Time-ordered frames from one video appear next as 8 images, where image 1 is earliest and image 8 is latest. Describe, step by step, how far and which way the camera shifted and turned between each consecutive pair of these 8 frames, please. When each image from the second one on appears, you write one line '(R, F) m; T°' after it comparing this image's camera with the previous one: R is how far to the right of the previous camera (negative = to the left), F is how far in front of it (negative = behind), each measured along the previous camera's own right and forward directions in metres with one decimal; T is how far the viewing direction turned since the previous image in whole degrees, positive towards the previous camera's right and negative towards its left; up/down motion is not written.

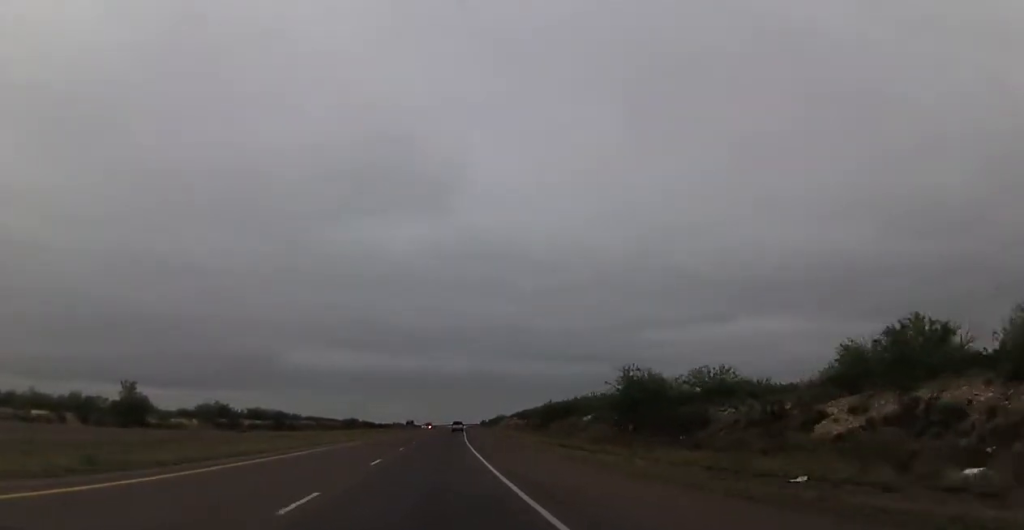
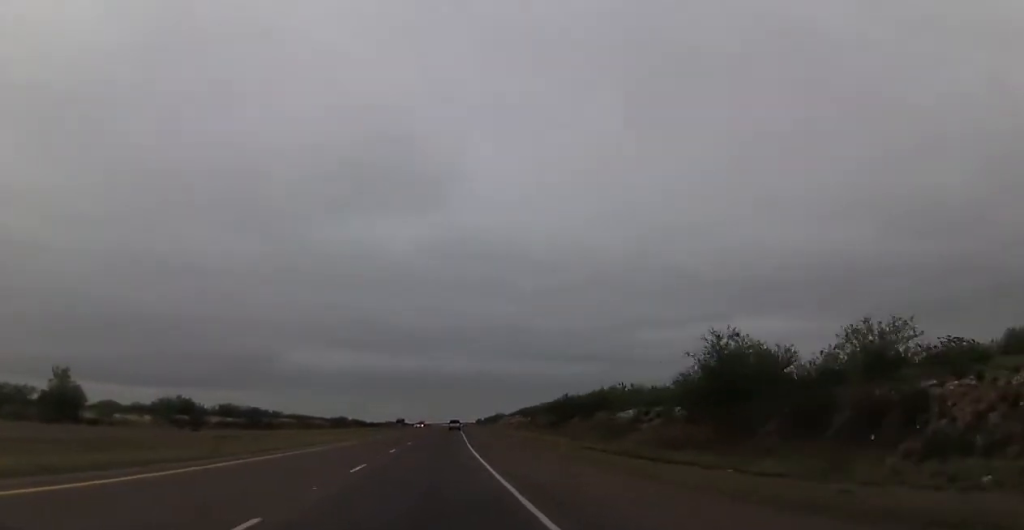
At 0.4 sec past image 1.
(+0.1, +15.9) m; +1°
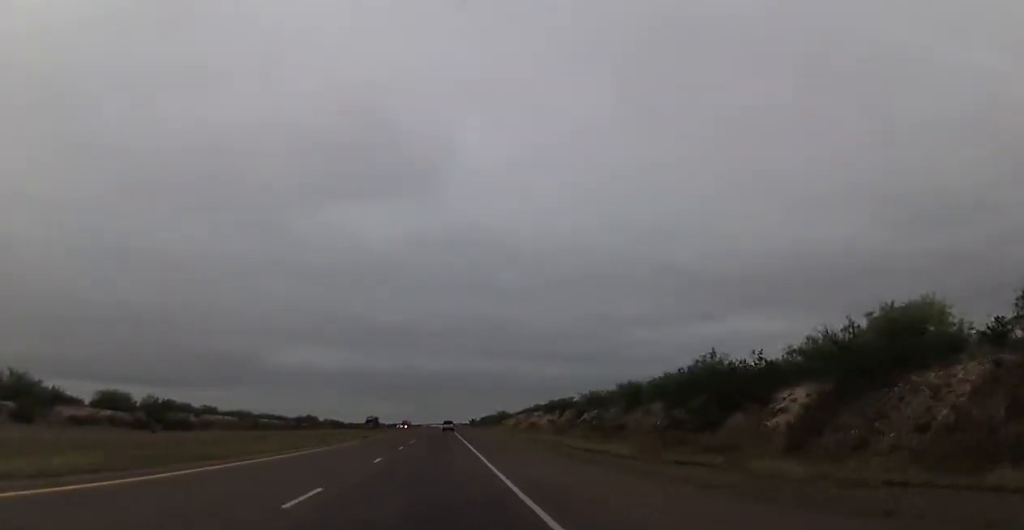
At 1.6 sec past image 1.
(+0.7, +44.1) m; +1°
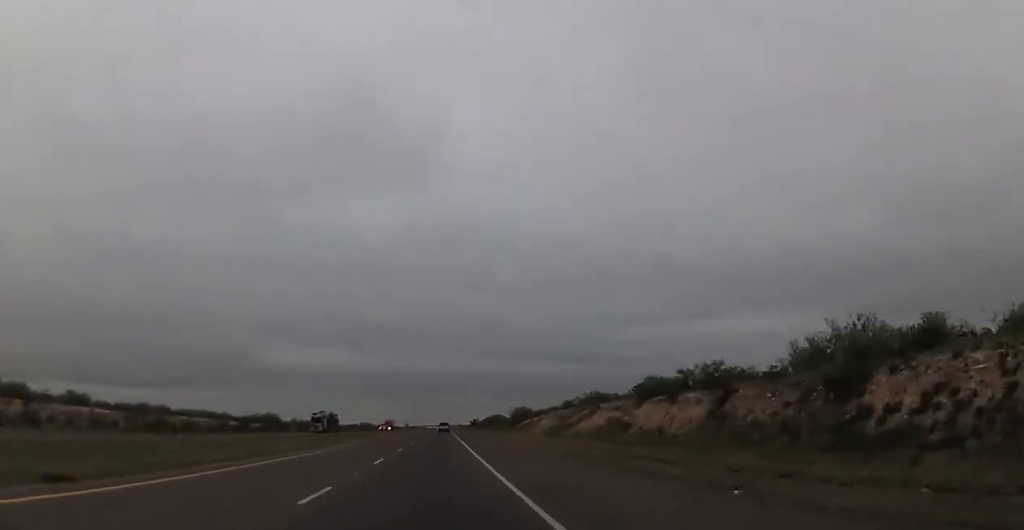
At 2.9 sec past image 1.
(+0.4, +47.7) m; +1°
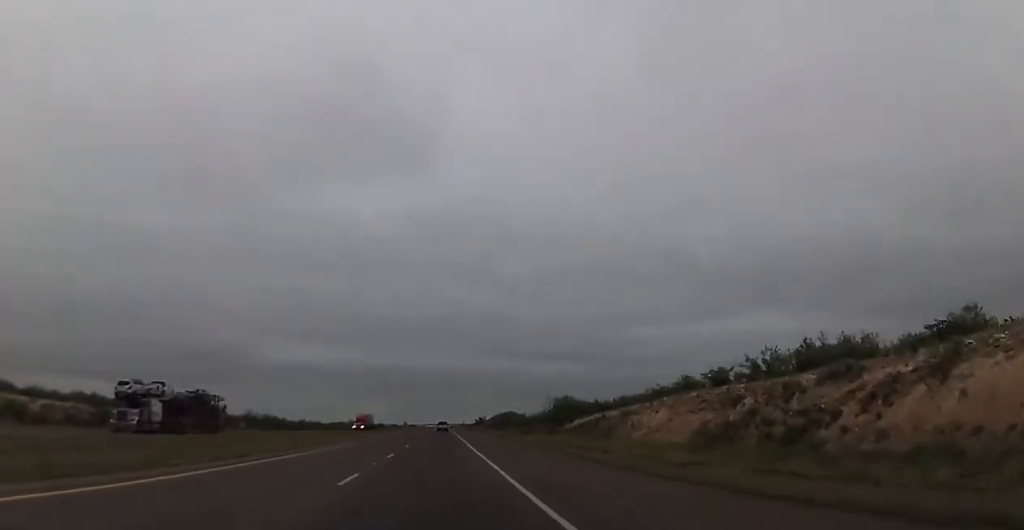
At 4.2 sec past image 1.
(+0.2, +45.2) m; 0°
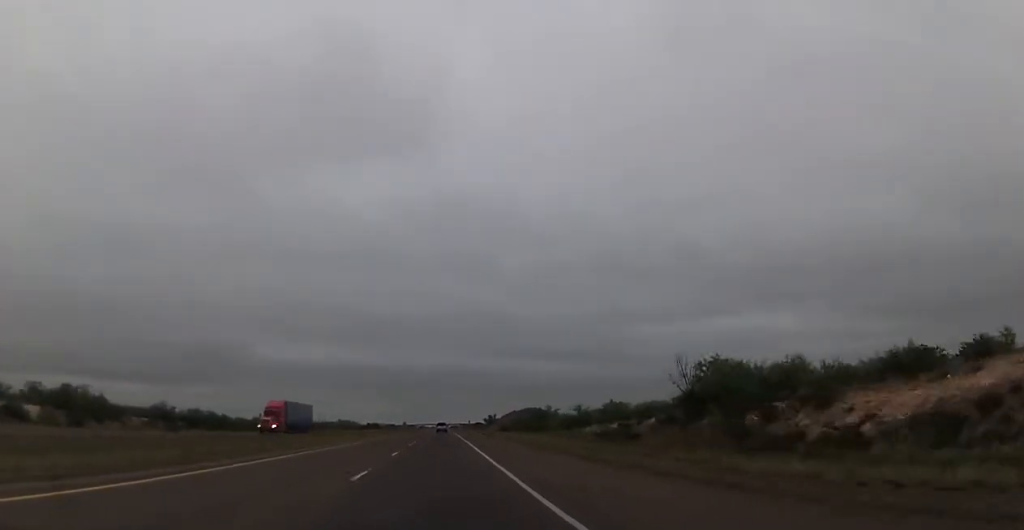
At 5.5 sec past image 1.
(-0.1, +47.8) m; 0°
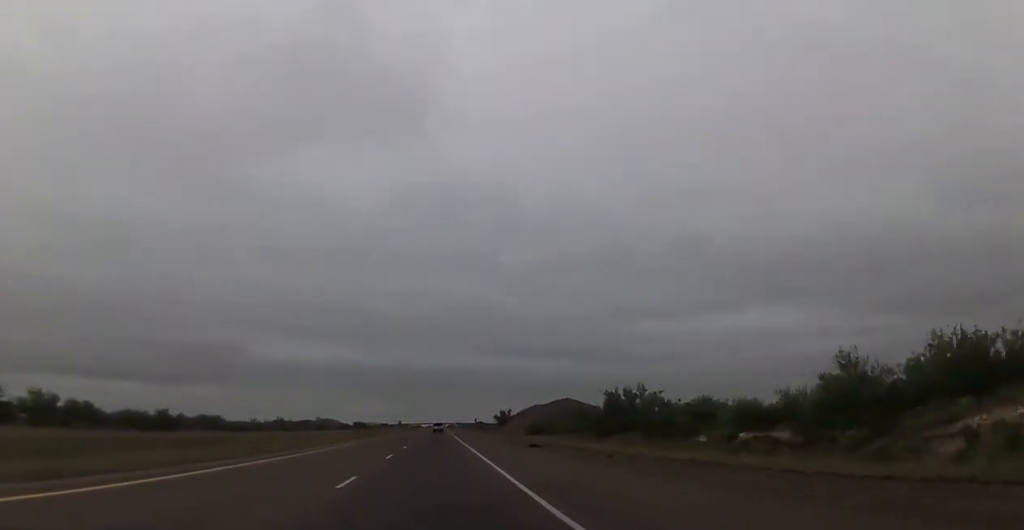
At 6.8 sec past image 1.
(0.0, +50.3) m; 0°
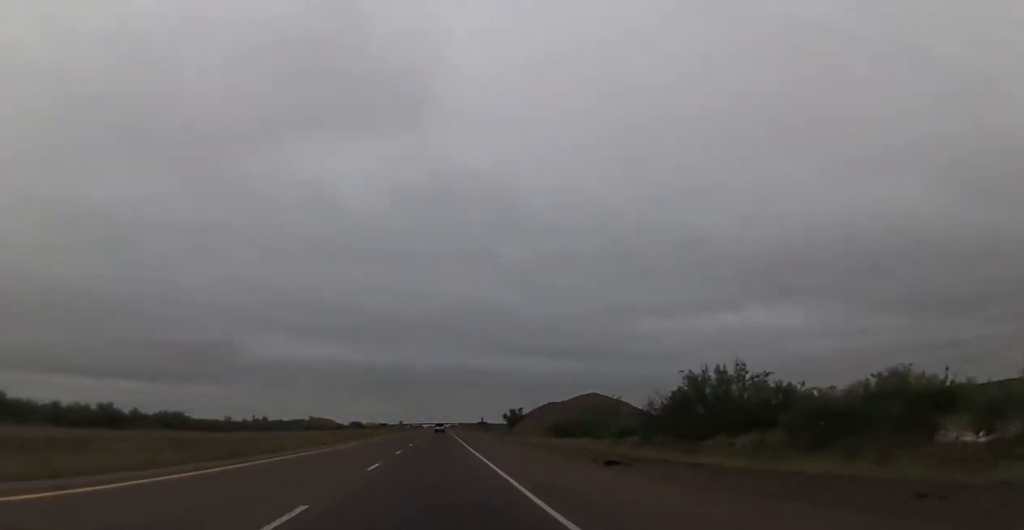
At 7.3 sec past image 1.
(0.0, +18.4) m; 0°
